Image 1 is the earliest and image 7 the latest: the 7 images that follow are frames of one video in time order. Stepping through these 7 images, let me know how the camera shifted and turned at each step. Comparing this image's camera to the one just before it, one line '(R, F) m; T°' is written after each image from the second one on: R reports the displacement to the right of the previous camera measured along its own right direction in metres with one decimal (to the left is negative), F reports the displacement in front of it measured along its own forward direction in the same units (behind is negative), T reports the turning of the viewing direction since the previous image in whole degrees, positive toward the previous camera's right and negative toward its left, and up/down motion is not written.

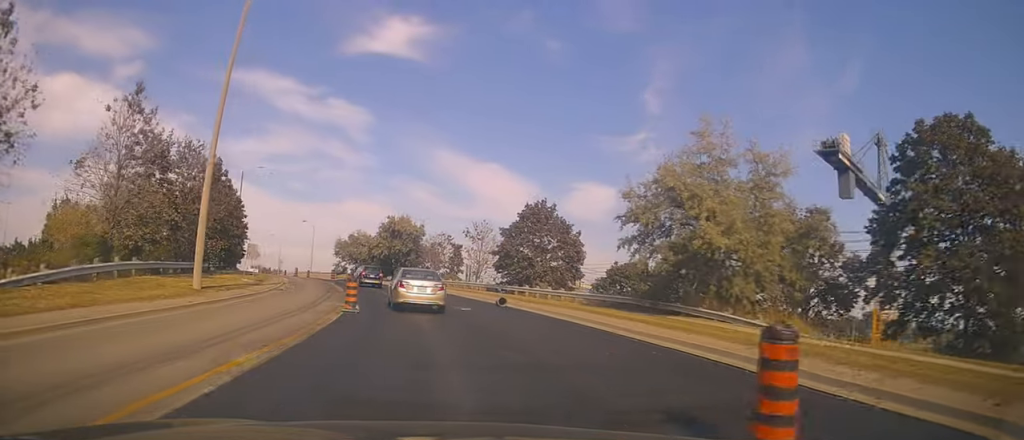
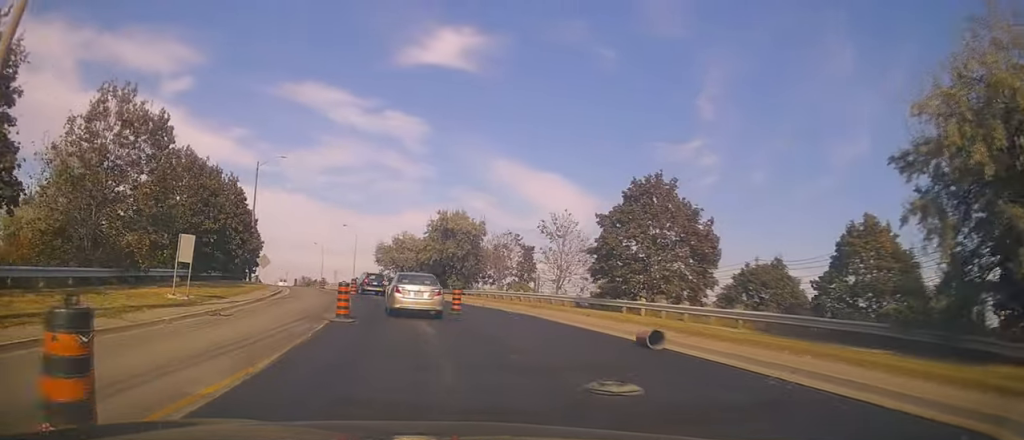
(-0.9, +14.3) m; -6°
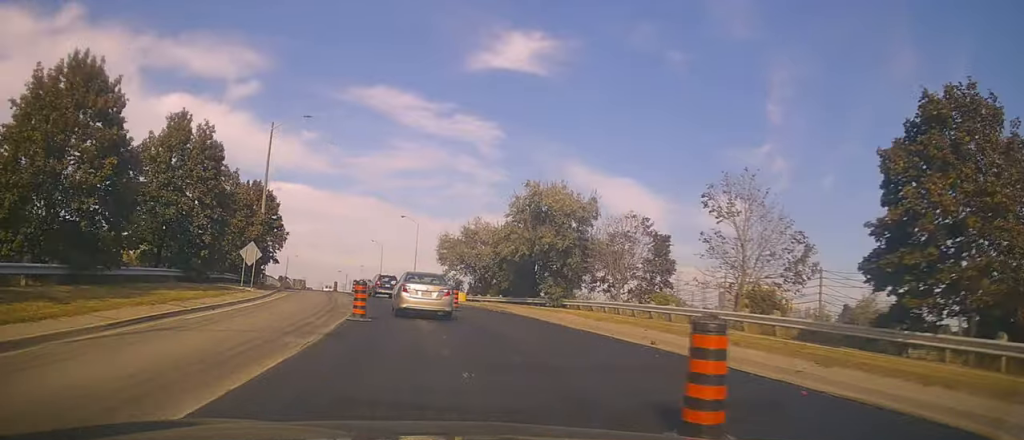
(-0.7, +17.3) m; -5°
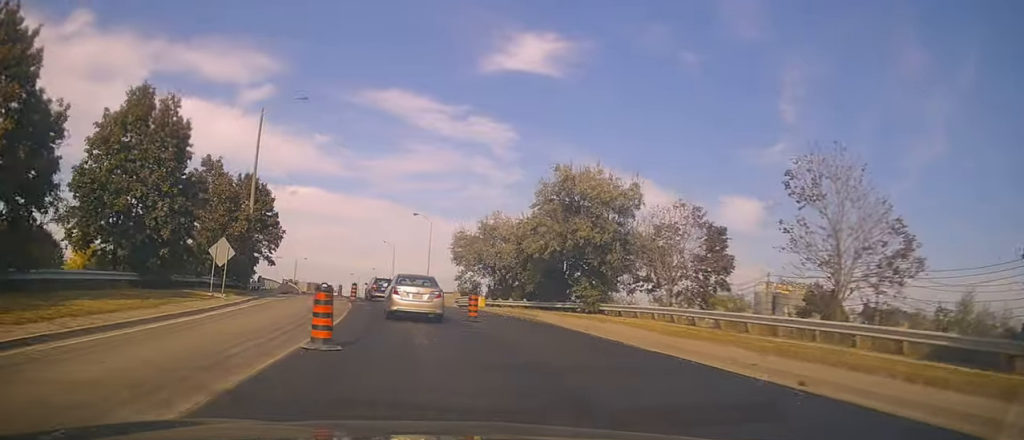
(-0.2, +5.8) m; -3°
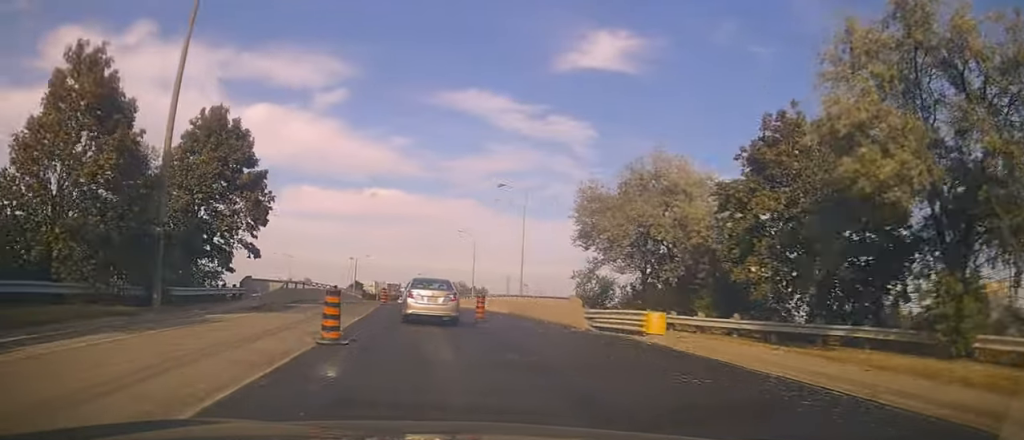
(-2.5, +21.6) m; -9°
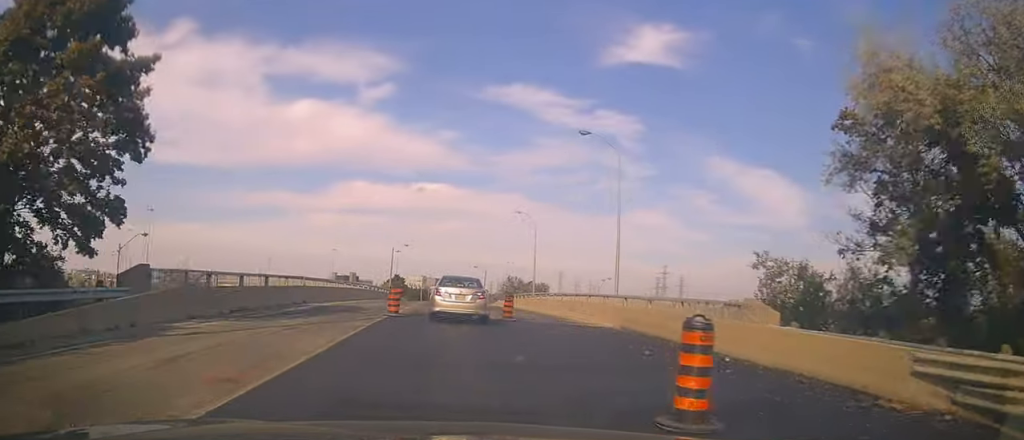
(-0.1, +17.0) m; -6°
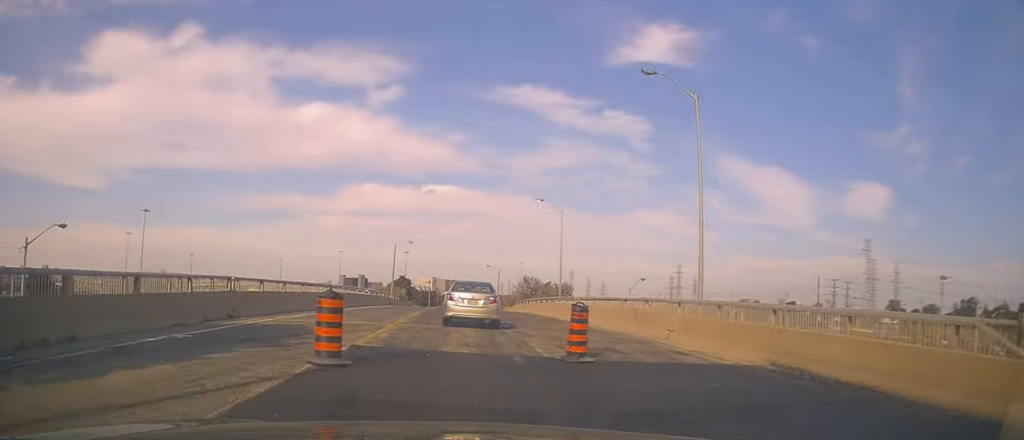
(-0.9, +11.6) m; -4°
